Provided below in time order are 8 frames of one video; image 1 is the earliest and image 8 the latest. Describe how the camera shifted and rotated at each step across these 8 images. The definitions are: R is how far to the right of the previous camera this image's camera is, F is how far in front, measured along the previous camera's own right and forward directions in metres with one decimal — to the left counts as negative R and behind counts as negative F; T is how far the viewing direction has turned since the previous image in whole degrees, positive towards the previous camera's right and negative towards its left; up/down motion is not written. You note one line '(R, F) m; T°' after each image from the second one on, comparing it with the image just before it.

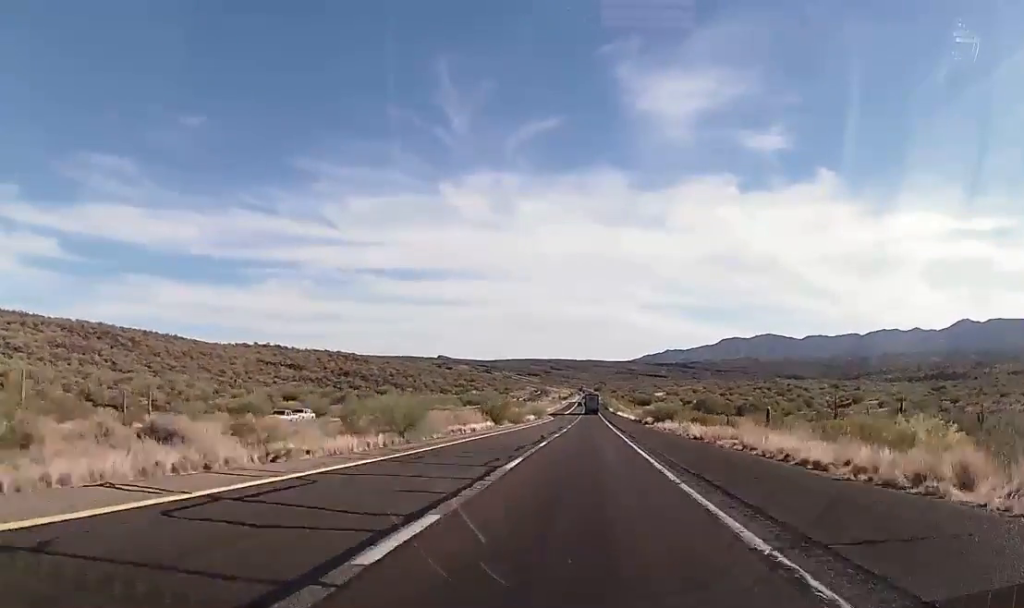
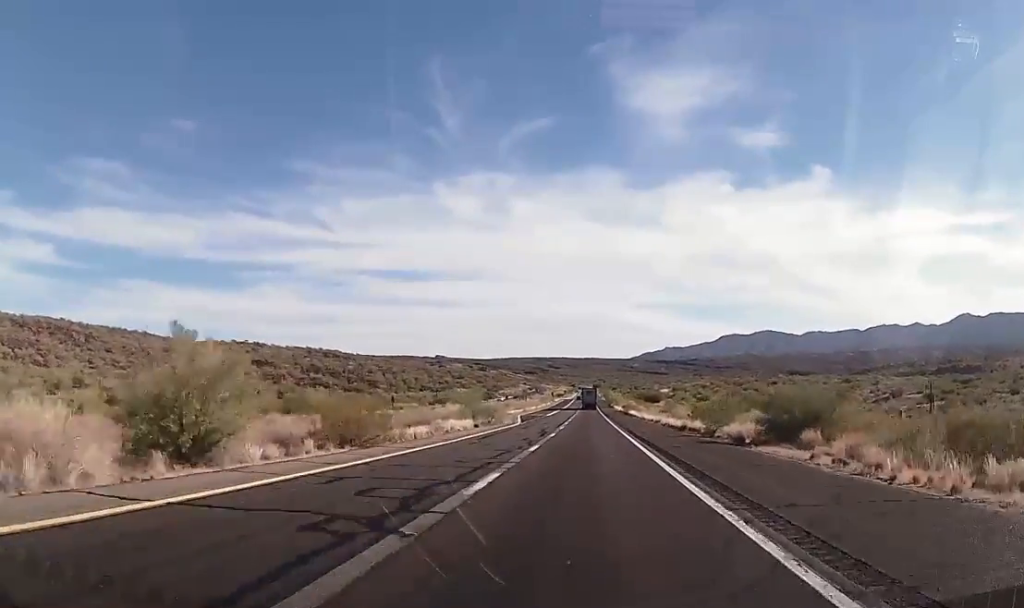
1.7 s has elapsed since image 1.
(+0.4, +53.6) m; 0°
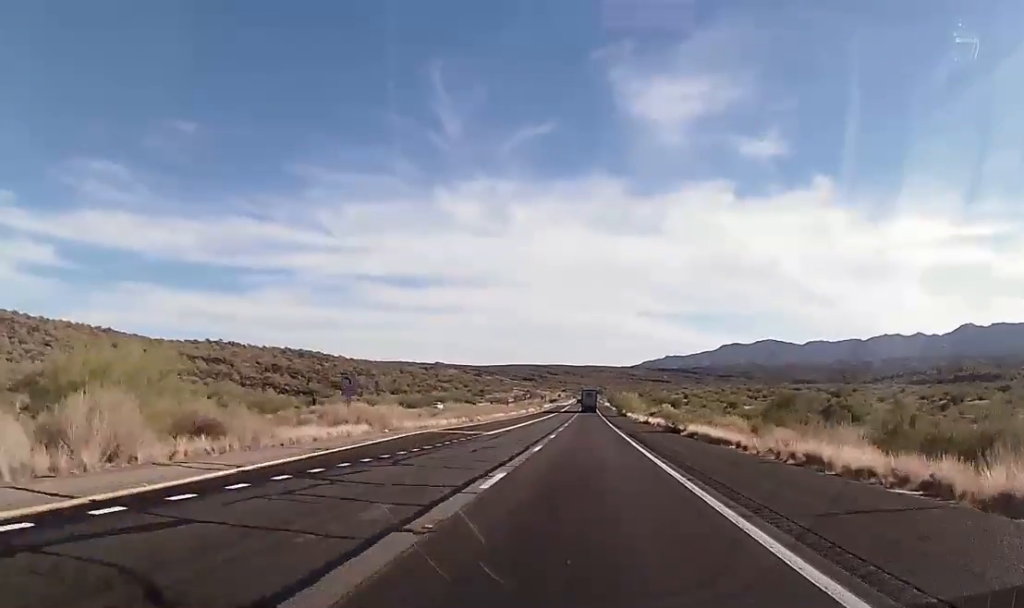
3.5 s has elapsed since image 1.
(+0.7, +60.2) m; 0°
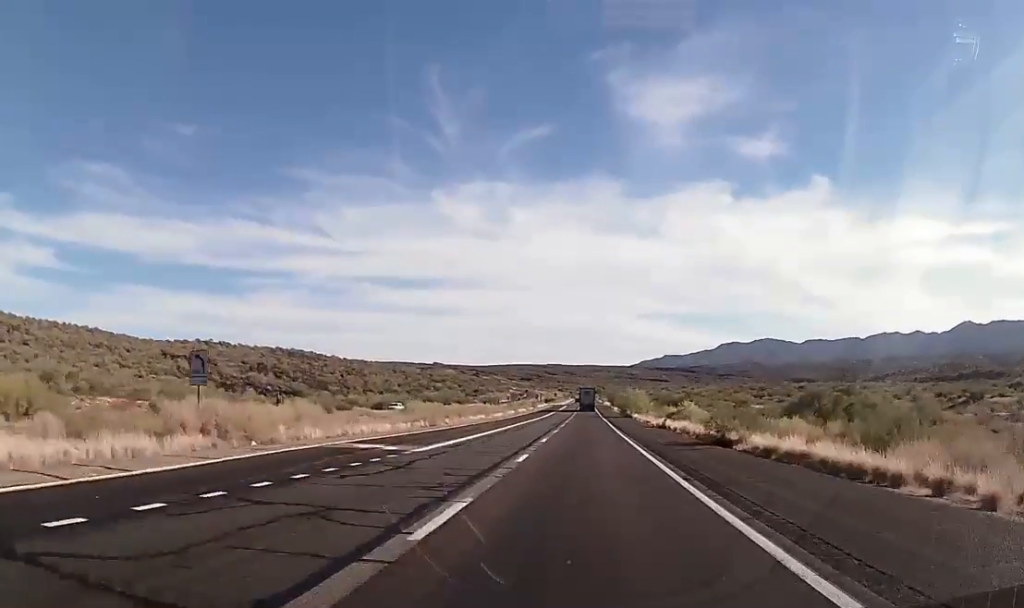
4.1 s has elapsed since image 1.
(-0.5, +17.0) m; 0°
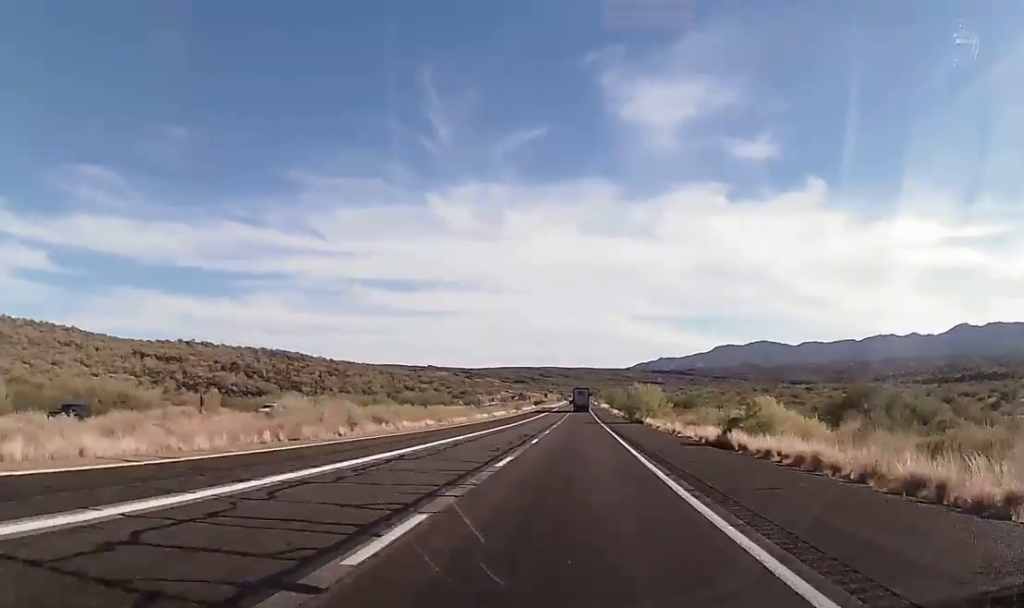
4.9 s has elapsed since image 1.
(0.0, +25.8) m; 0°
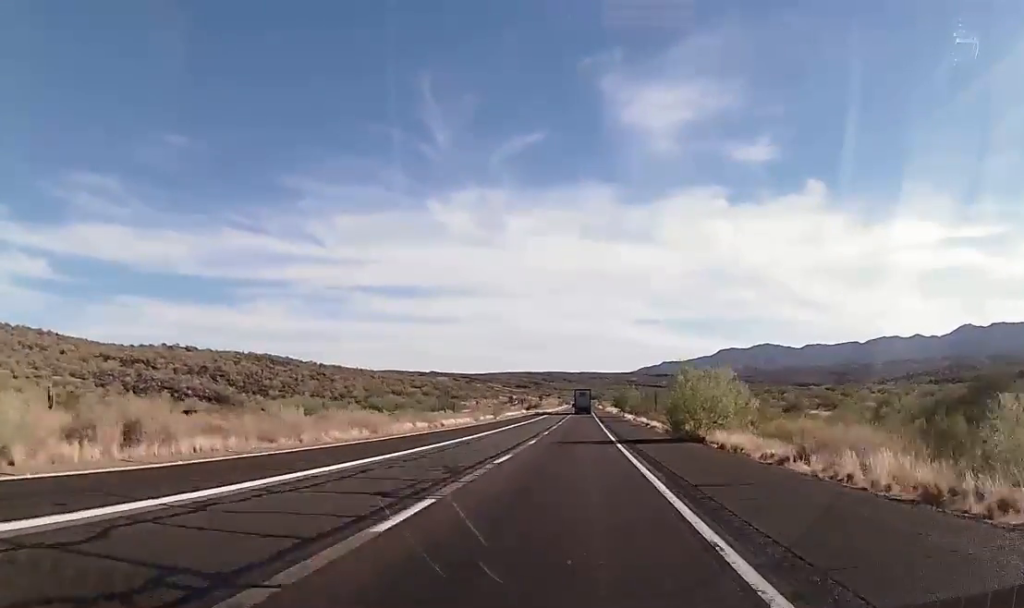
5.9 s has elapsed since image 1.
(+0.5, +34.7) m; 0°
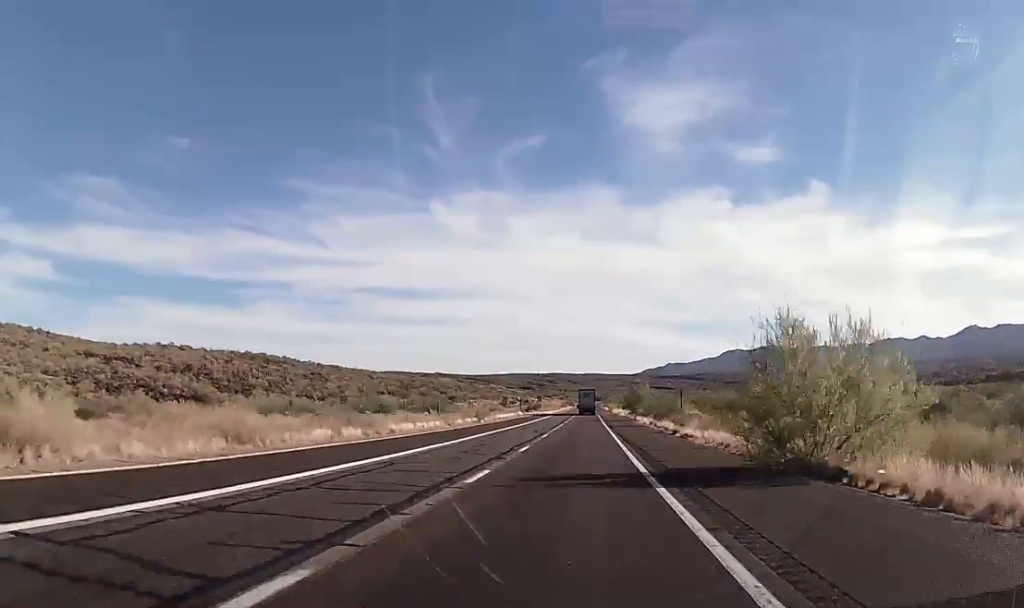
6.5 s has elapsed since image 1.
(0.0, +17.4) m; -1°
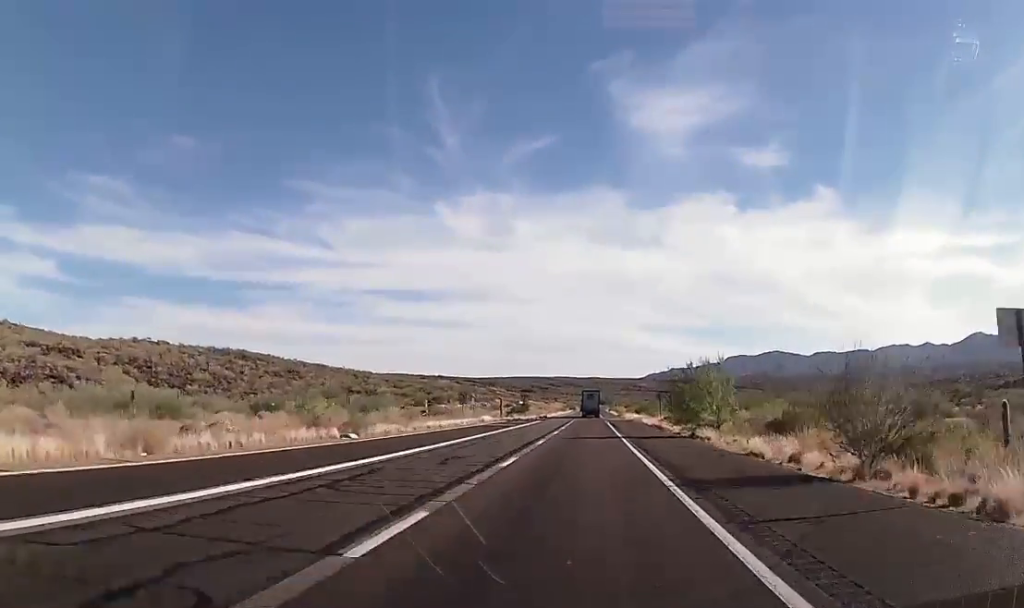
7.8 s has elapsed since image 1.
(-0.3, +44.4) m; 0°
